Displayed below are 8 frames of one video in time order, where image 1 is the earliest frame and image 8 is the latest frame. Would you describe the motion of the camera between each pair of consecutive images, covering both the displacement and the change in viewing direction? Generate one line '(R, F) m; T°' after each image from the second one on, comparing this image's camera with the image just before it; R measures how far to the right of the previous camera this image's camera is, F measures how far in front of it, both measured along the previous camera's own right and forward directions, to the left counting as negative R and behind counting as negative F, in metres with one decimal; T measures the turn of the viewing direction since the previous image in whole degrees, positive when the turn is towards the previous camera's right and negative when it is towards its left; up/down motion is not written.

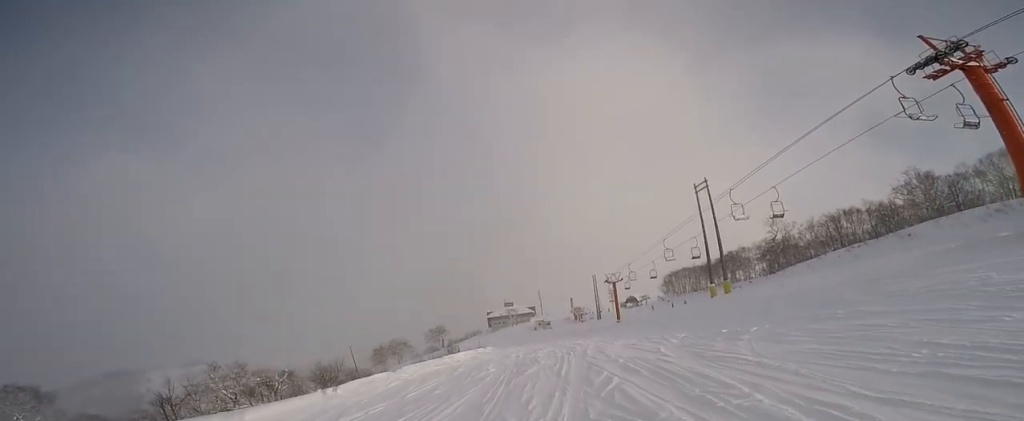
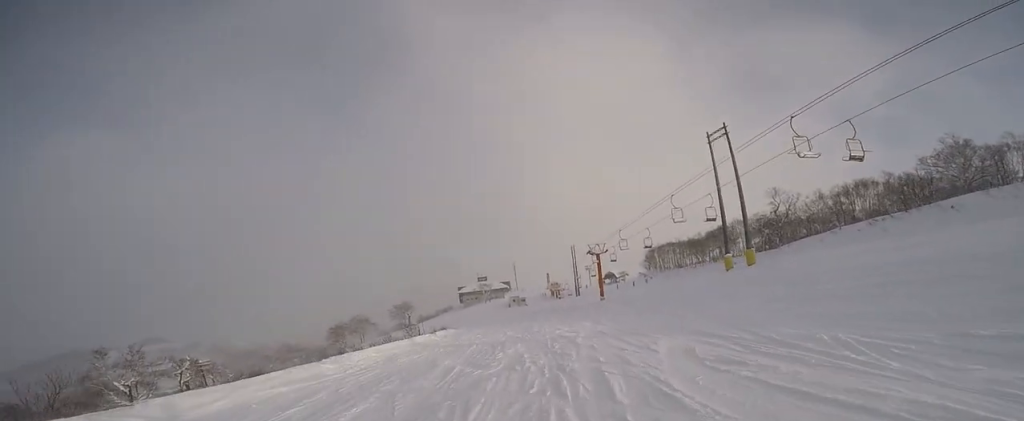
(0.0, +10.7) m; 0°
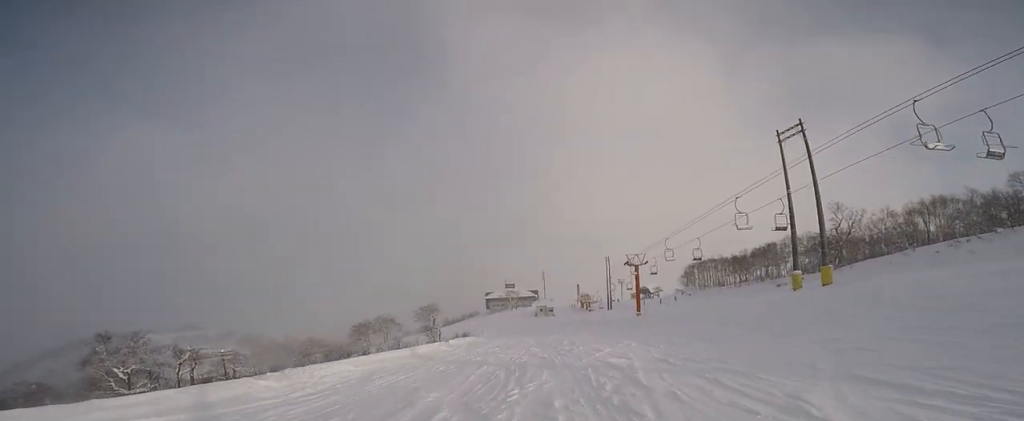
(0.0, +4.6) m; 0°
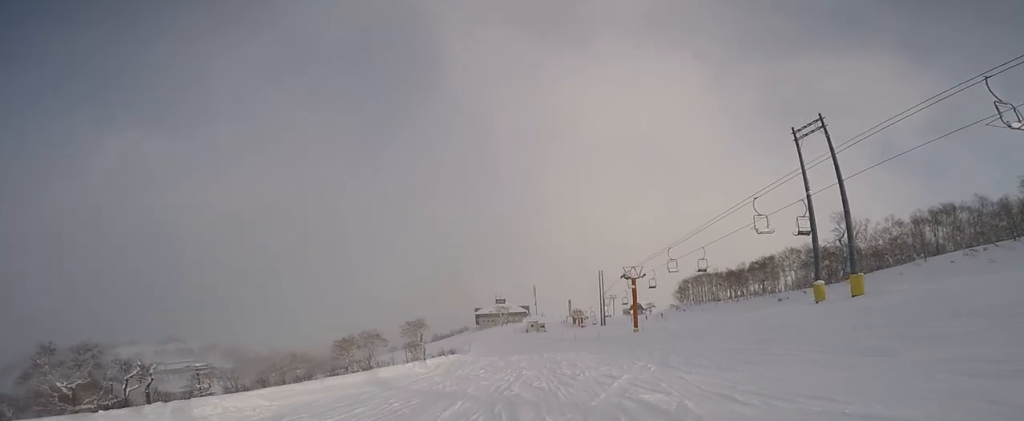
(0.0, +4.3) m; 0°
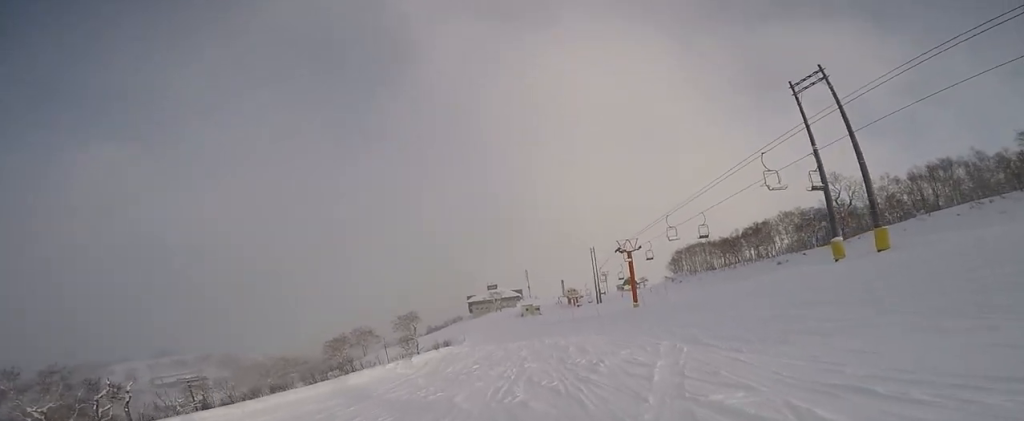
(0.0, +3.2) m; 0°
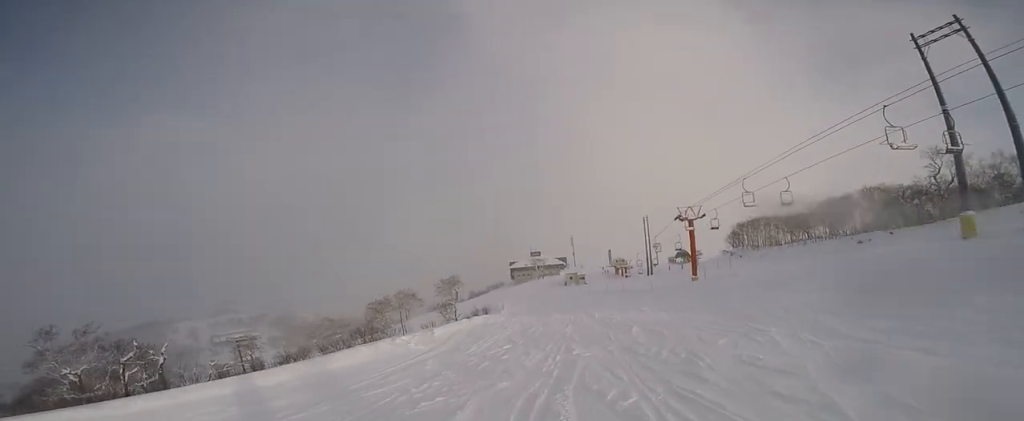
(0.0, +4.2) m; 0°
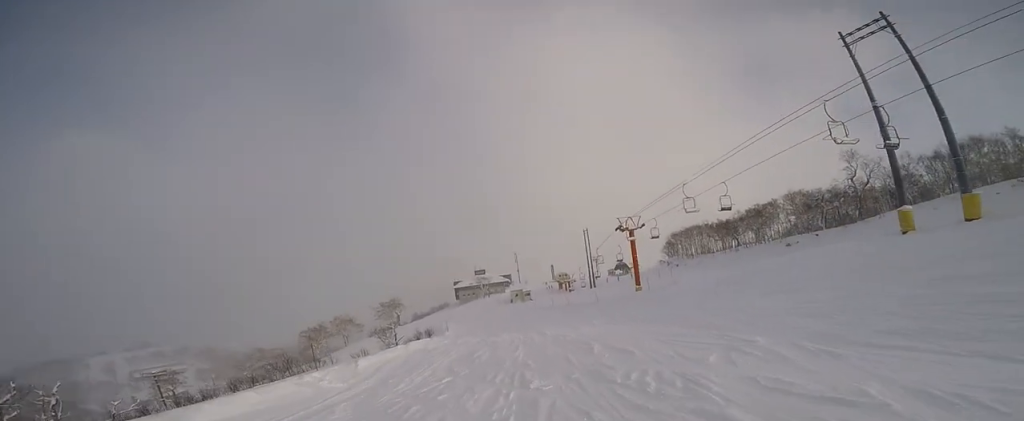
(0.0, +2.5) m; 0°
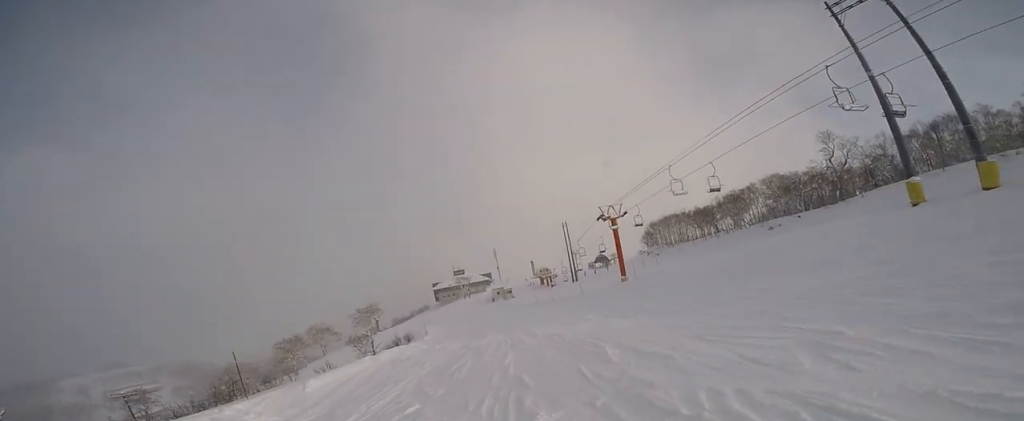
(0.0, +2.9) m; 0°
